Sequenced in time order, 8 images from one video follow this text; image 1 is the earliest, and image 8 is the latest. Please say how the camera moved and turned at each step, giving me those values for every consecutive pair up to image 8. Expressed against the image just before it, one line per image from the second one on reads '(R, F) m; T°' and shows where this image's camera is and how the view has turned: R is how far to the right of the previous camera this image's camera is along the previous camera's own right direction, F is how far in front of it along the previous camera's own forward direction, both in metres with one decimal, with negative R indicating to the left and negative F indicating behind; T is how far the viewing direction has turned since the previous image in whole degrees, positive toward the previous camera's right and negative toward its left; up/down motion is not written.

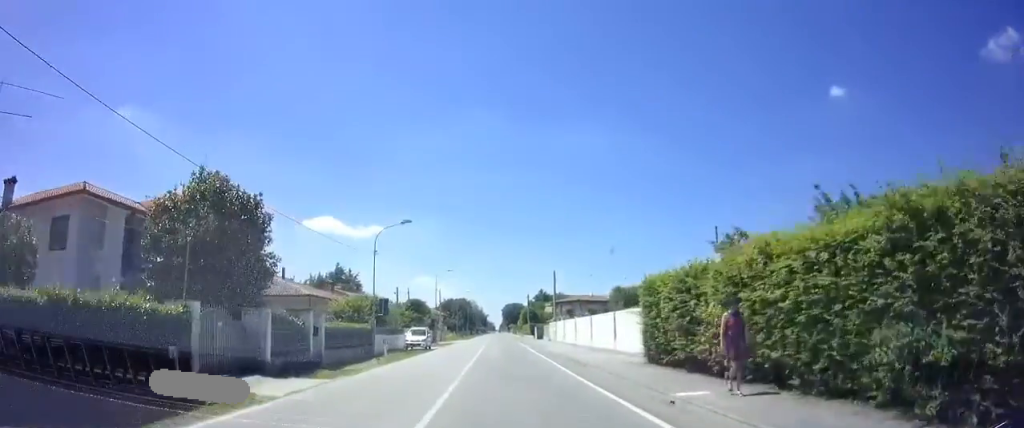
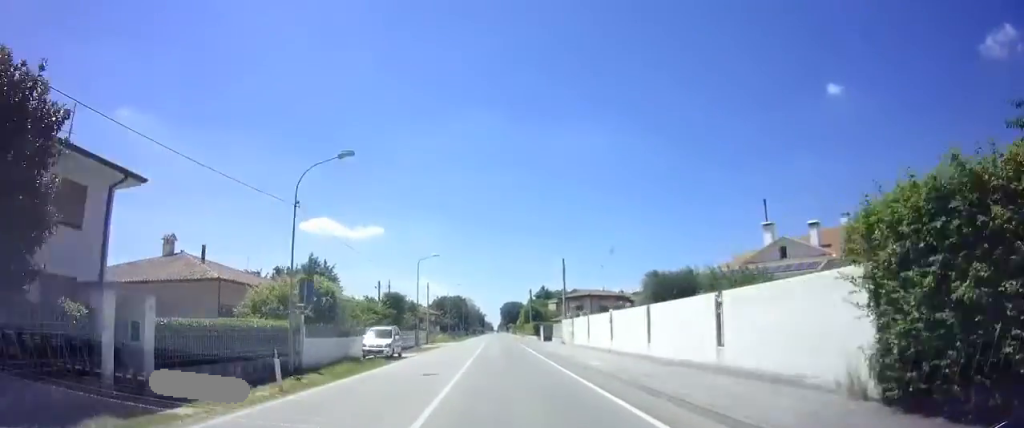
(-0.2, +13.0) m; 0°
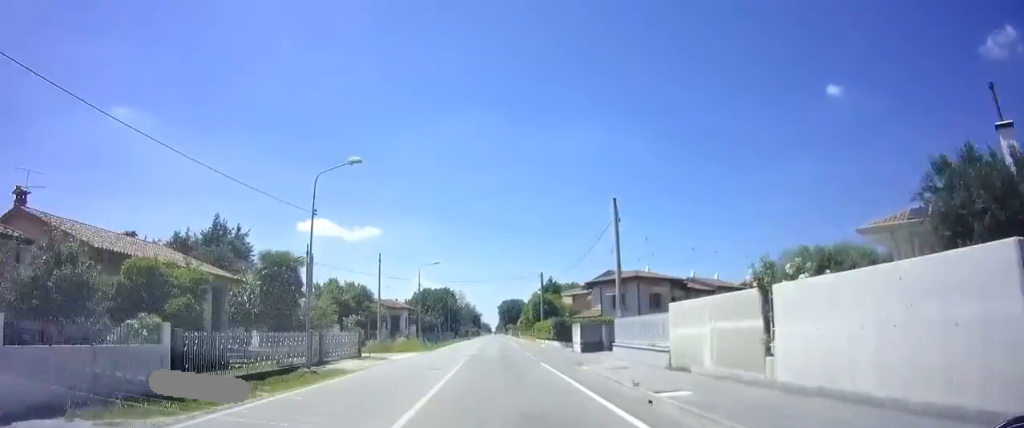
(+0.1, +26.0) m; -1°
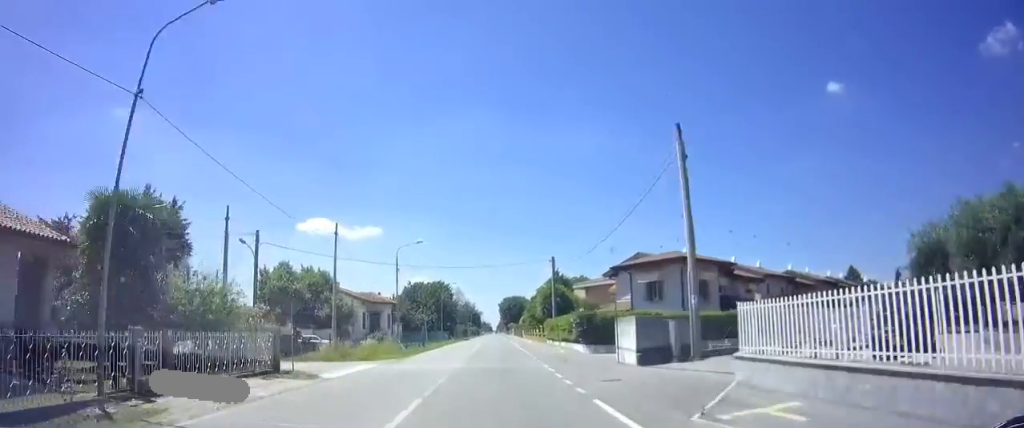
(-0.1, +11.6) m; -1°
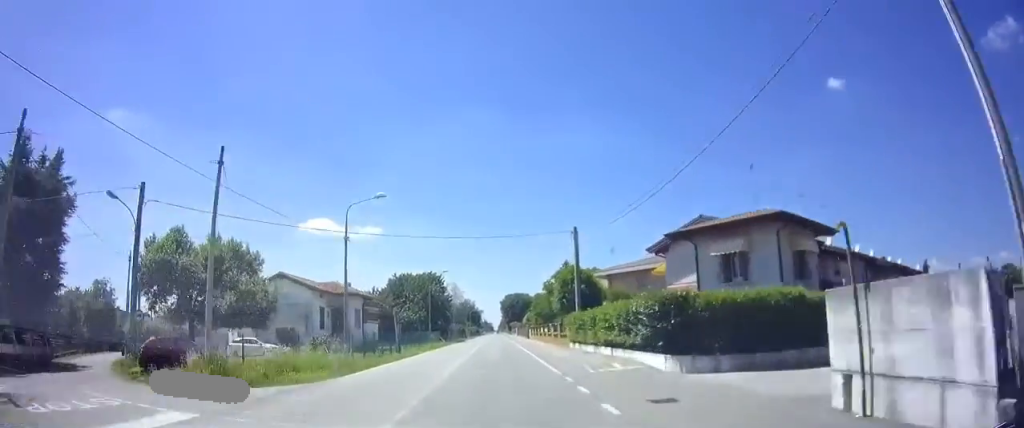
(0.0, +13.6) m; 0°
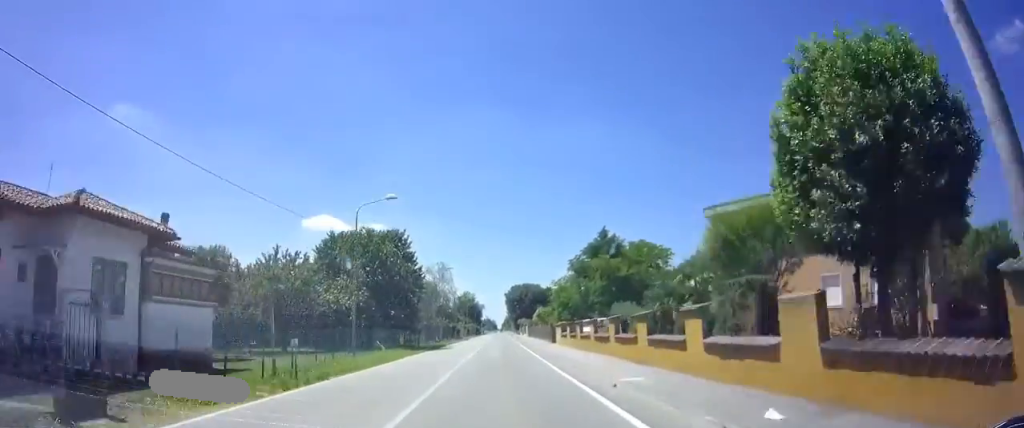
(+0.4, +31.5) m; +1°
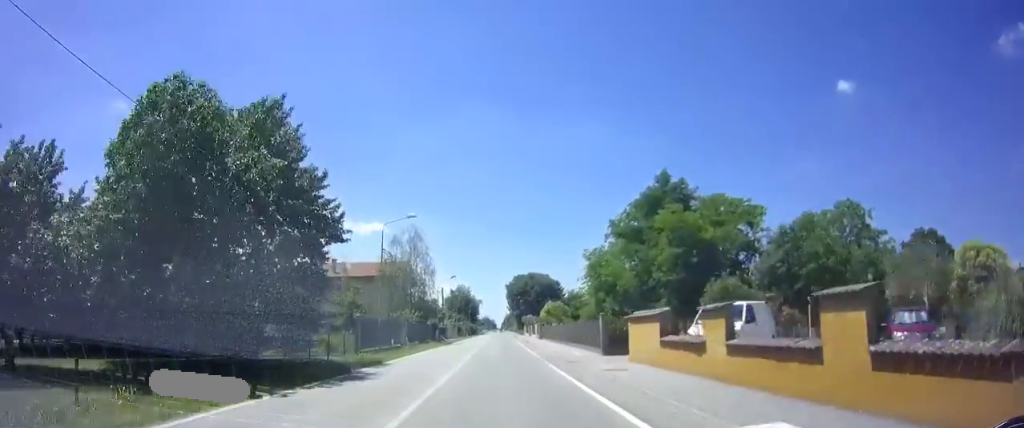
(-0.1, +24.7) m; -1°
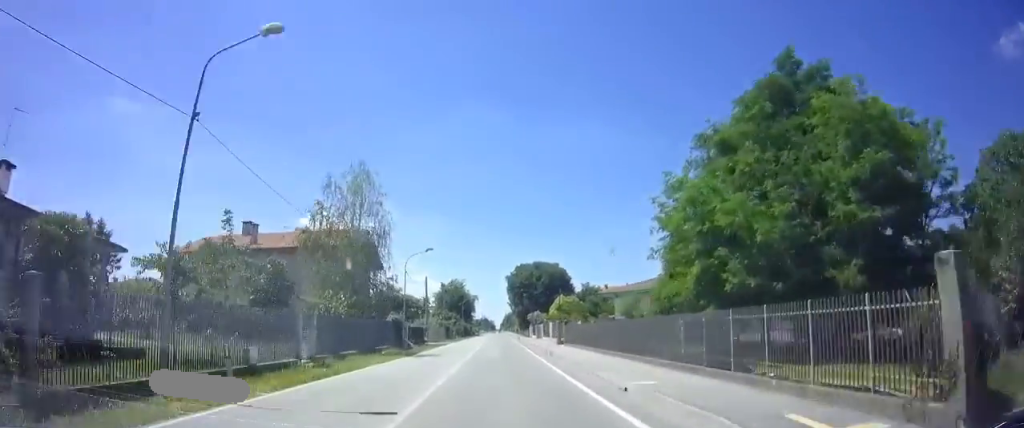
(-0.2, +20.9) m; 0°
